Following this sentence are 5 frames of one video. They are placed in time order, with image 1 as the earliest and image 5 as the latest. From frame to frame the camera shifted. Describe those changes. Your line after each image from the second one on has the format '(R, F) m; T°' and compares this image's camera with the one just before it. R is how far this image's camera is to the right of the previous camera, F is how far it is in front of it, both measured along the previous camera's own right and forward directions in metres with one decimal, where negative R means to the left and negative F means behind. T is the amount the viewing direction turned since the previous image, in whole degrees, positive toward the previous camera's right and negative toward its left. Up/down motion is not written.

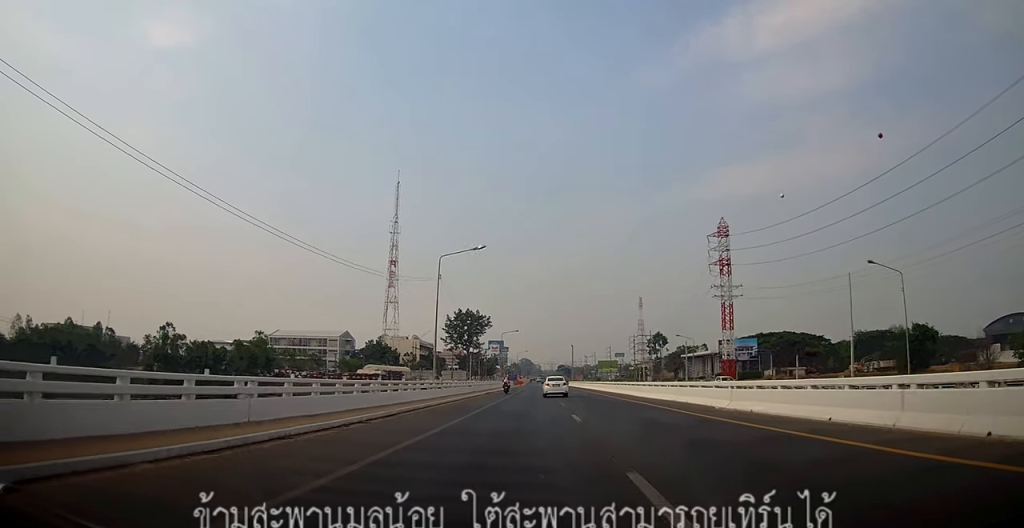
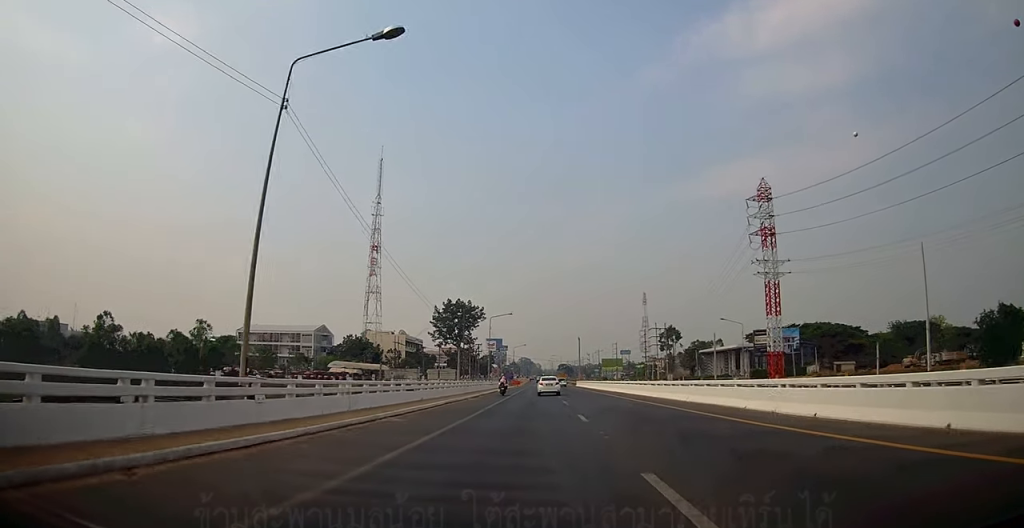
(-0.2, +23.8) m; +1°
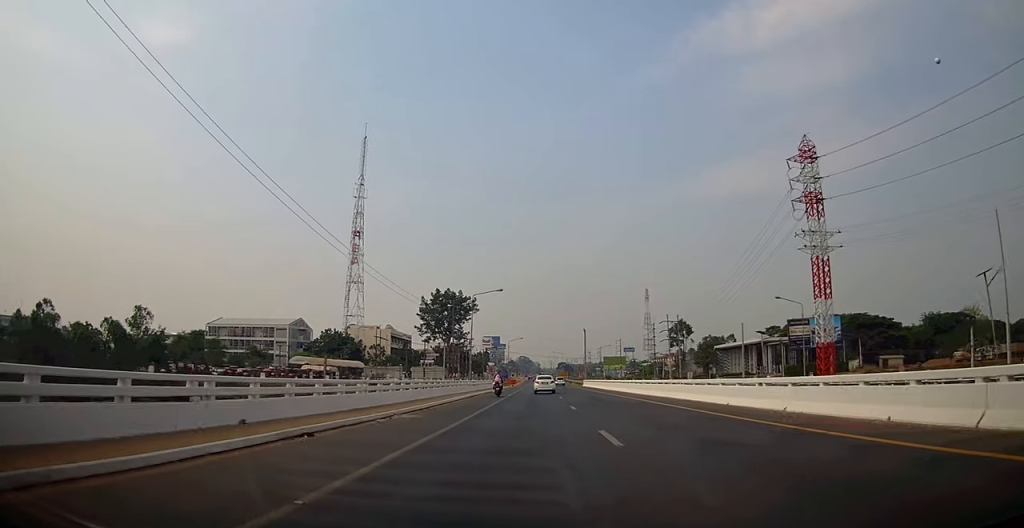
(+0.3, +18.2) m; +1°
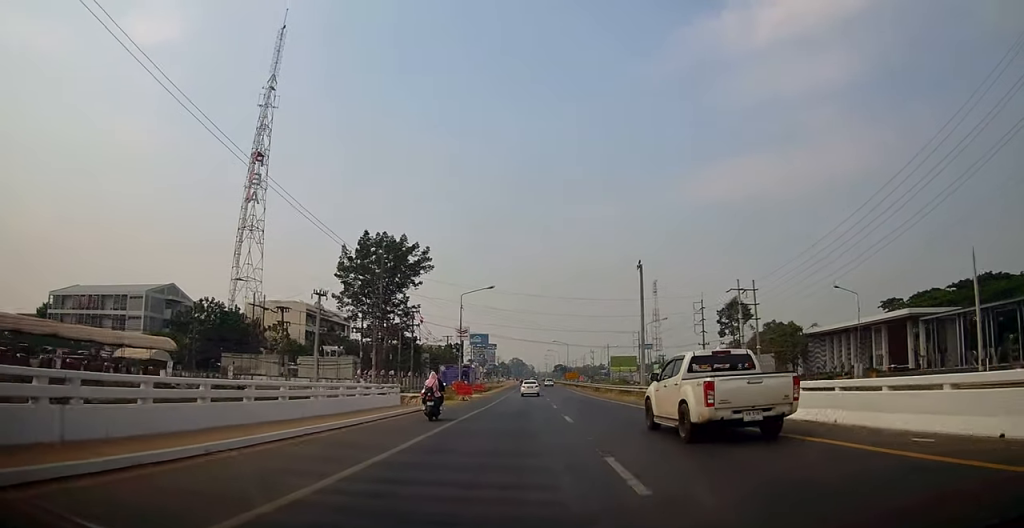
(+1.3, +64.7) m; +1°
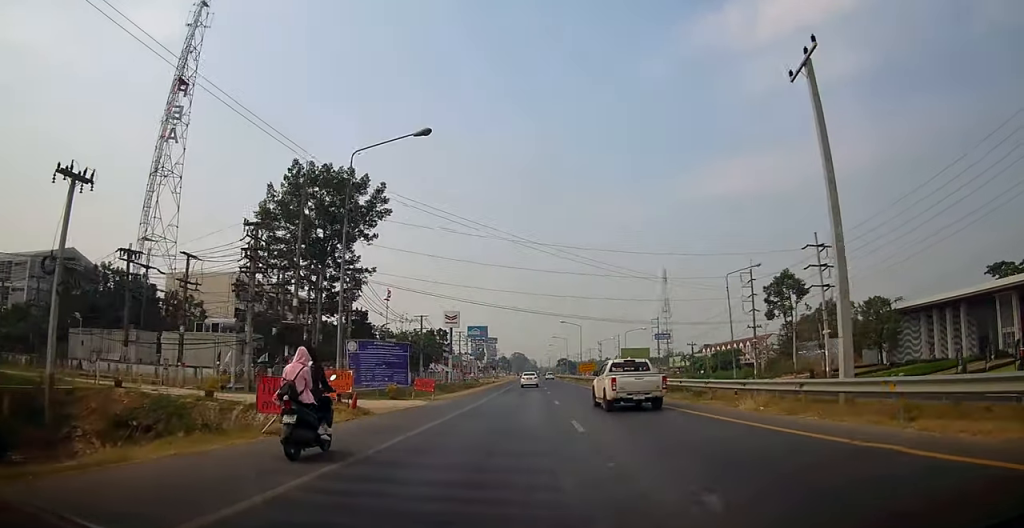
(-0.6, +30.7) m; -1°
